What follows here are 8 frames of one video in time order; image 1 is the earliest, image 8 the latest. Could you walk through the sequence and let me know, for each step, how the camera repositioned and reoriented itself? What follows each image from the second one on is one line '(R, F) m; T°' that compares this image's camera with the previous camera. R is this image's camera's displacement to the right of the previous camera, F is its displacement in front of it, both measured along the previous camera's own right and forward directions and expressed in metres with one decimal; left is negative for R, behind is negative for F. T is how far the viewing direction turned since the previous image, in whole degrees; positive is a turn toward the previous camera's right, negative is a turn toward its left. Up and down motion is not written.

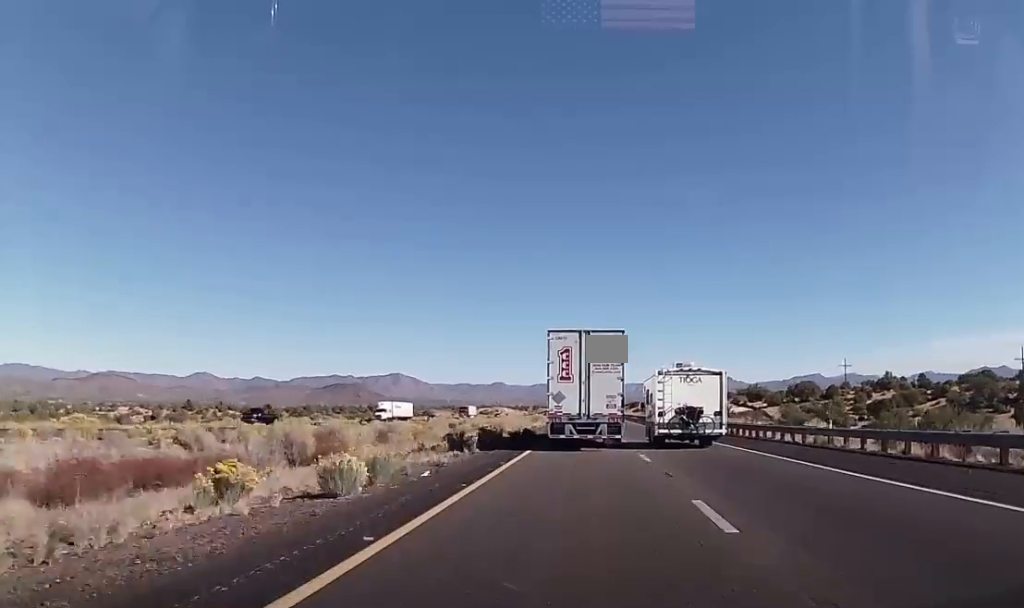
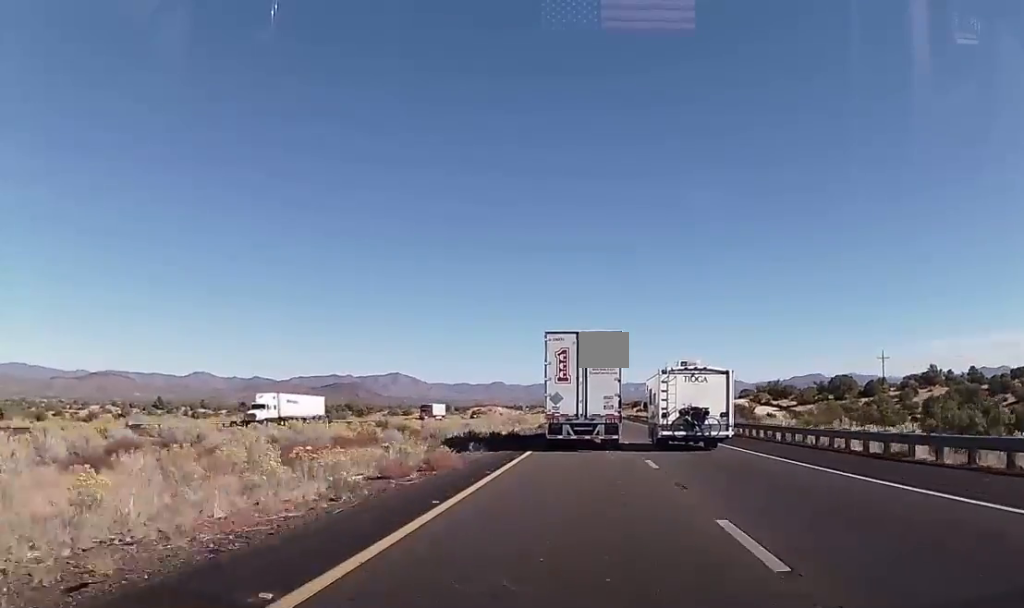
(-0.5, +26.8) m; 0°
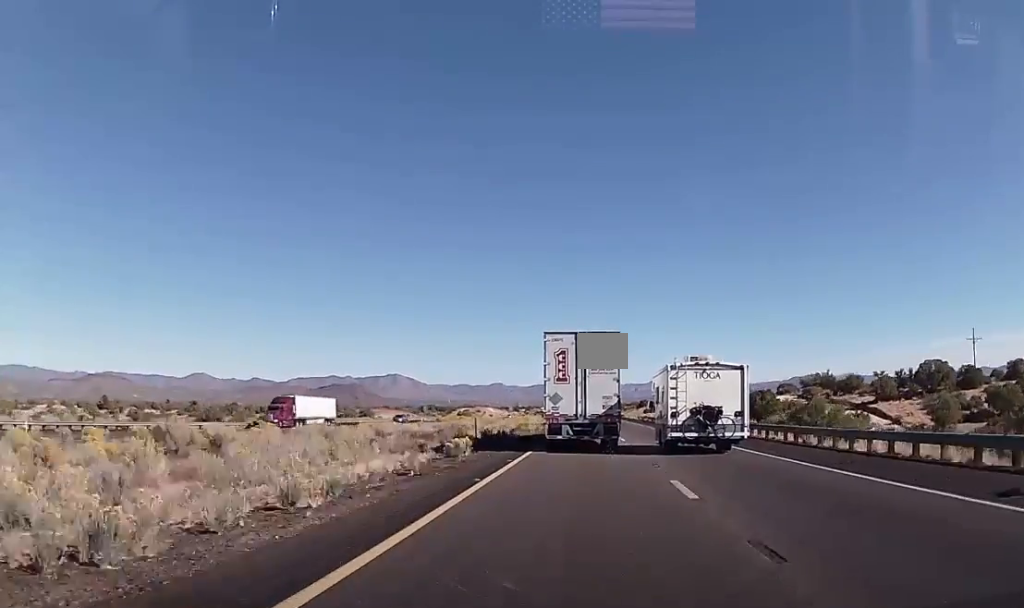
(+0.7, +43.8) m; +2°
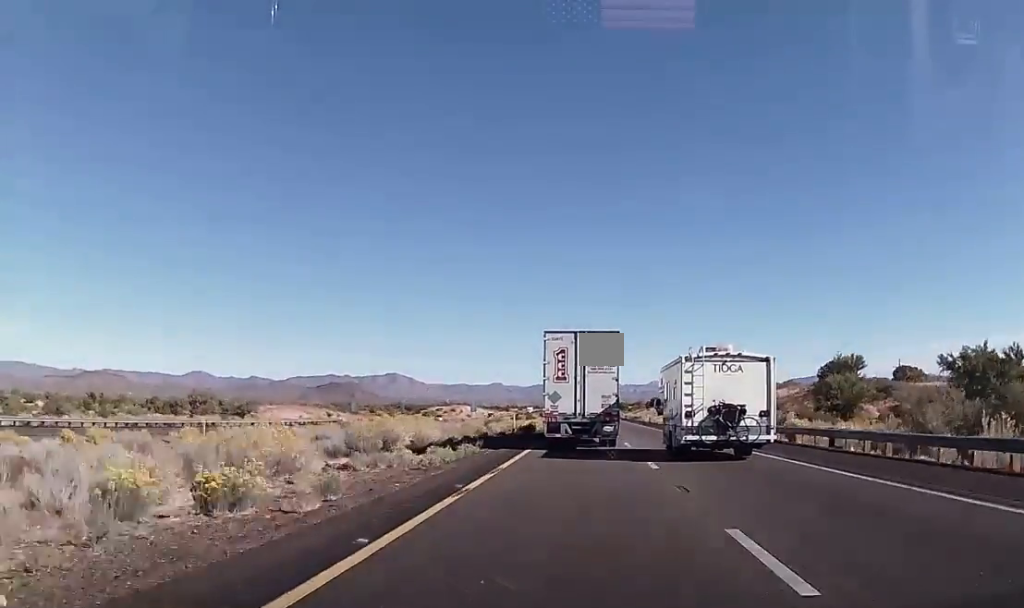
(-0.4, +68.1) m; -1°
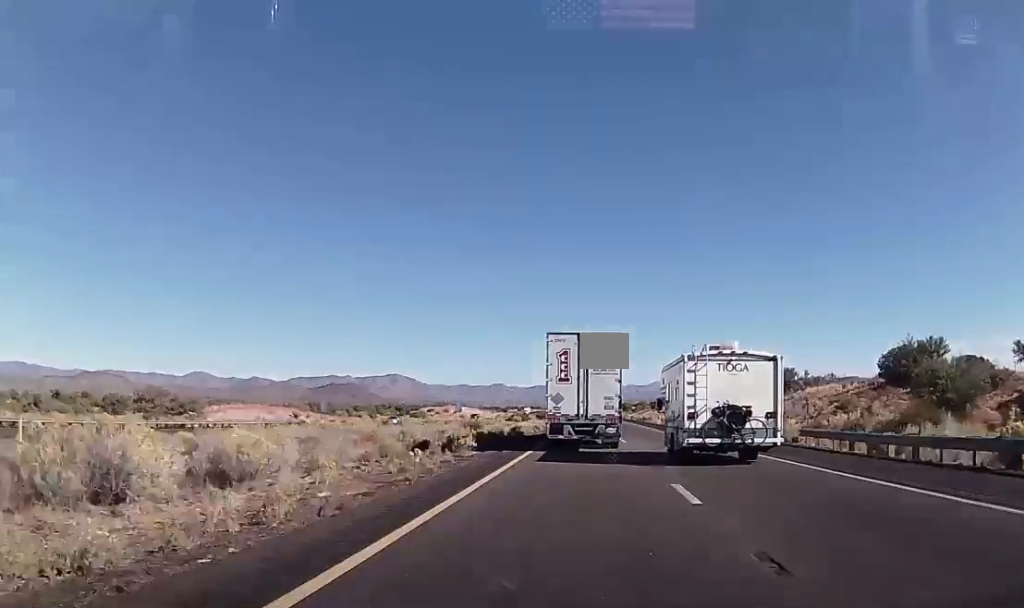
(0.0, +19.1) m; 0°
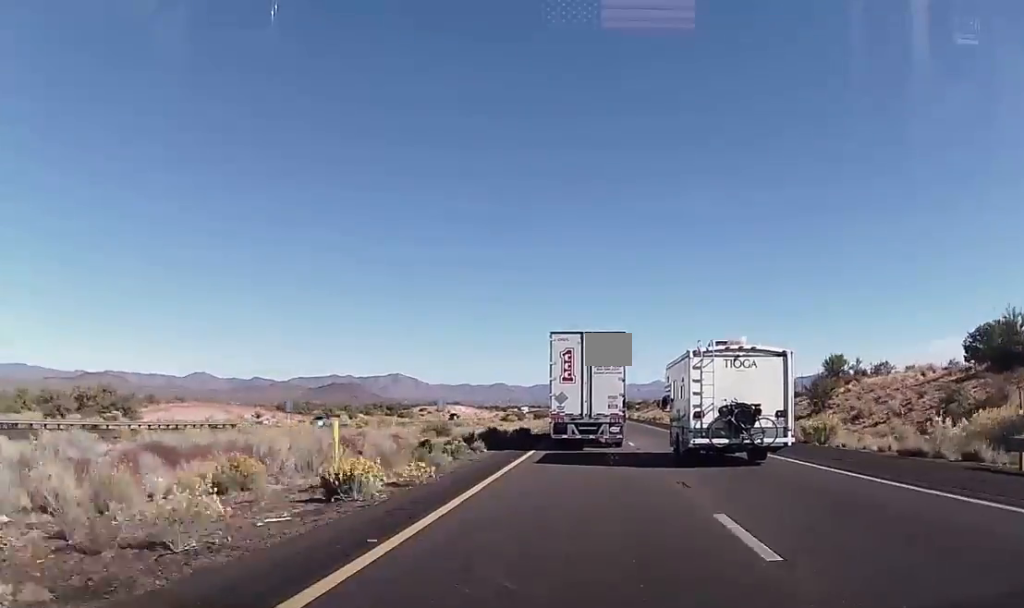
(-0.1, +17.2) m; 0°
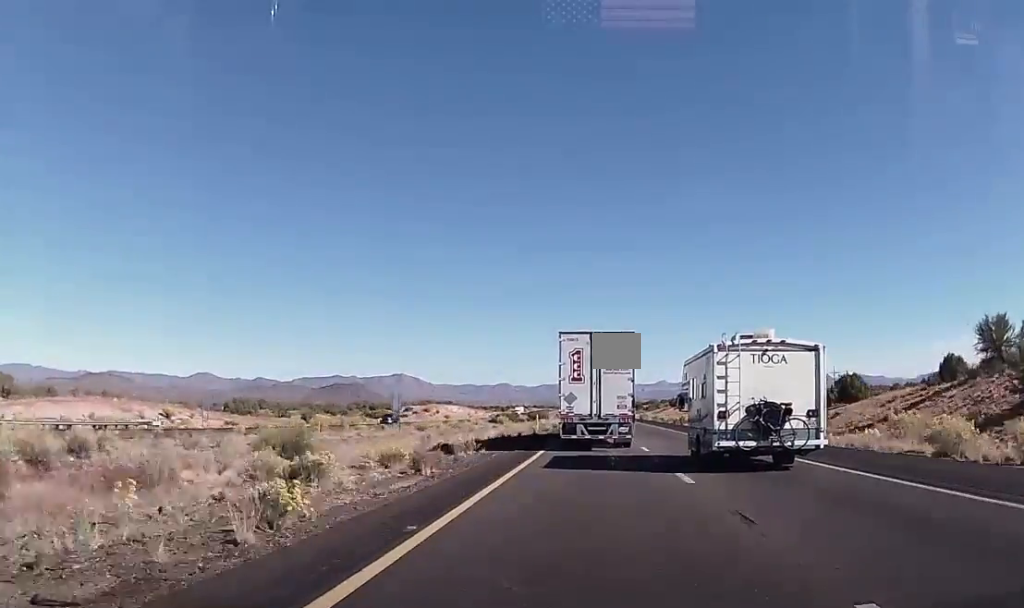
(0.0, +29.2) m; 0°
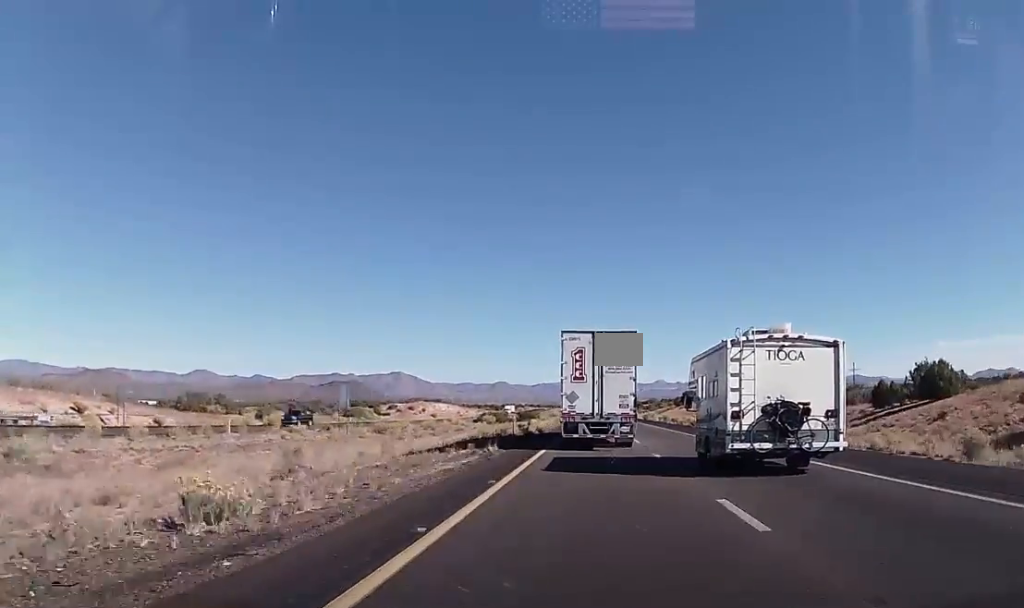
(0.0, +18.2) m; 0°
